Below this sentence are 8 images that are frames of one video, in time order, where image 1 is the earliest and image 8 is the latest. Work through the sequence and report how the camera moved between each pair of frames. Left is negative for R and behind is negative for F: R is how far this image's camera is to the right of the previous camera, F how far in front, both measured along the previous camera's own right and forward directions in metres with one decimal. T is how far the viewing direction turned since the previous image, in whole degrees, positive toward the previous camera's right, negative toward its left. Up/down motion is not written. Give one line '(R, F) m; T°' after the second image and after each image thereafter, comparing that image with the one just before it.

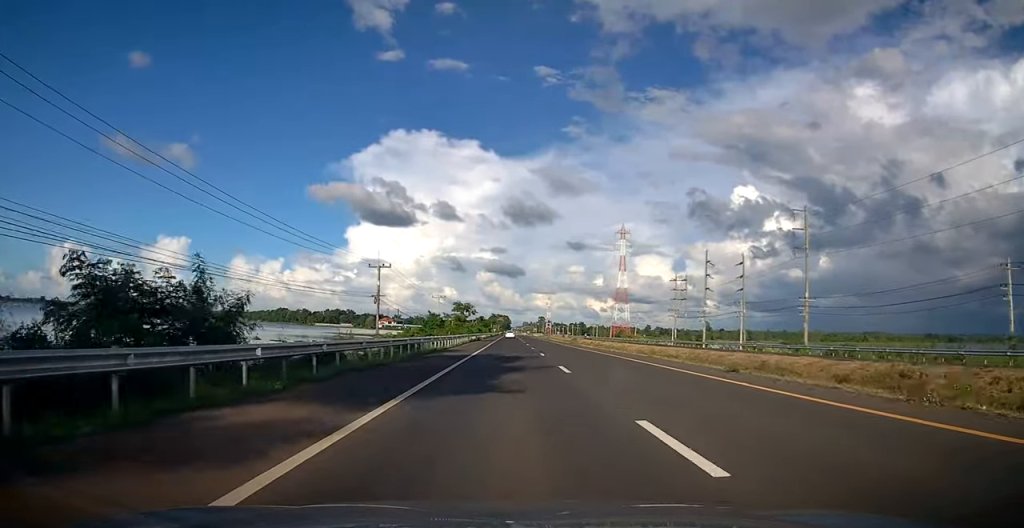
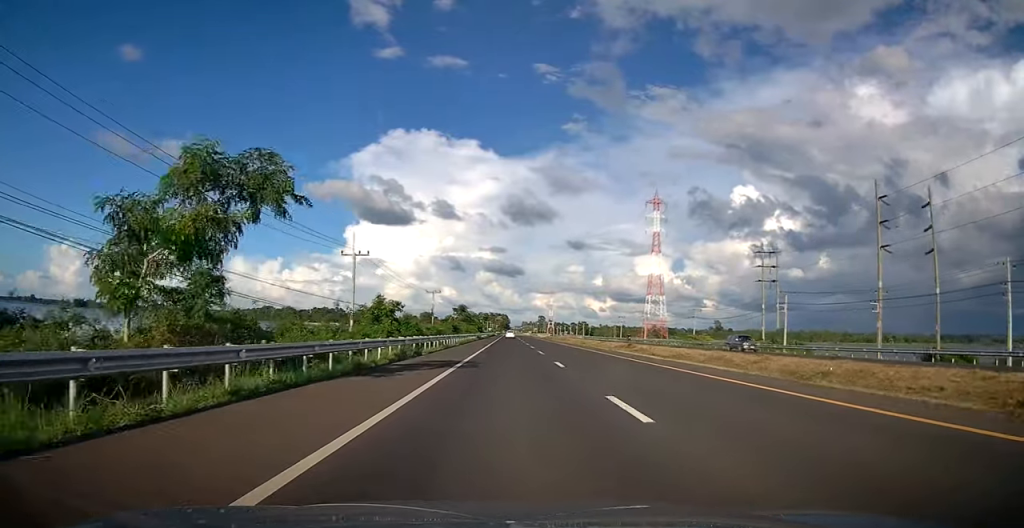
(-0.7, +56.8) m; 0°
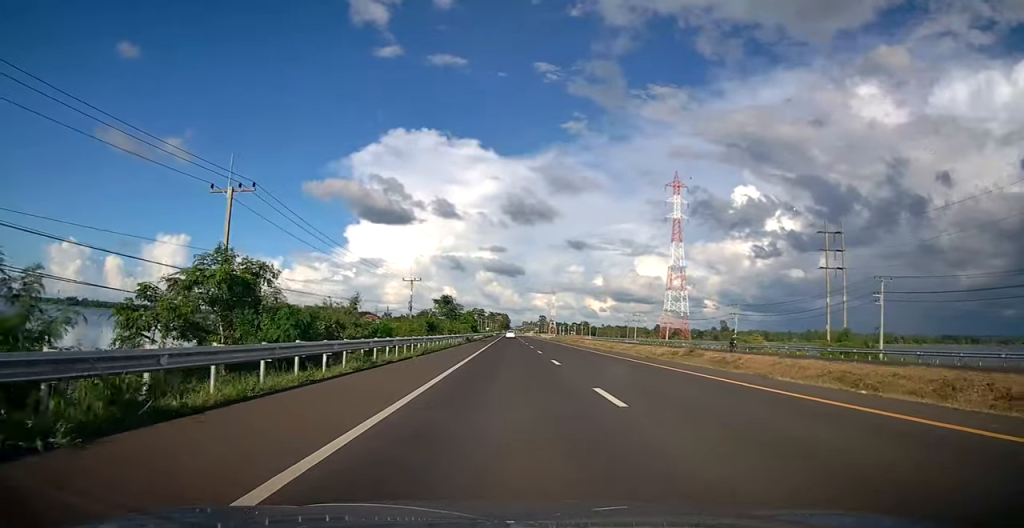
(+0.2, +22.5) m; 0°
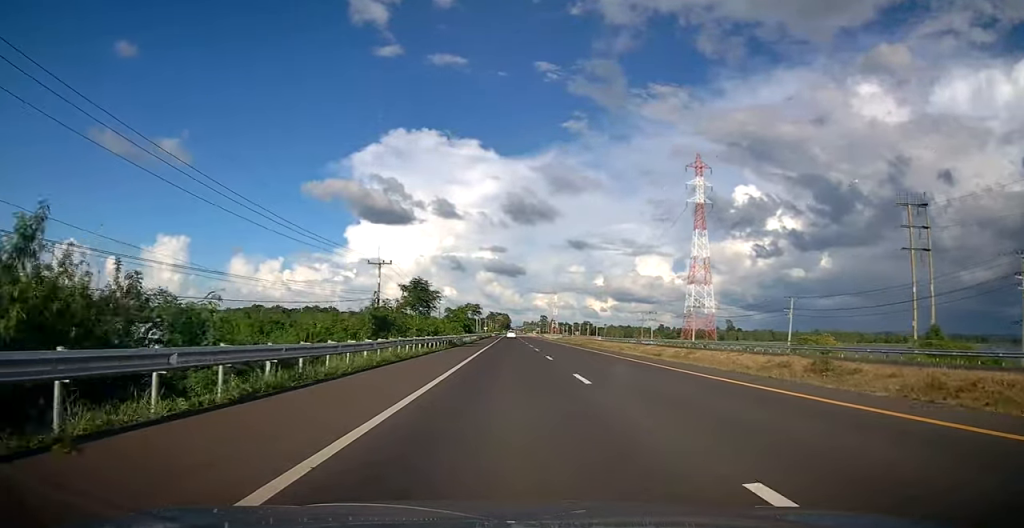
(-0.1, +19.7) m; -1°
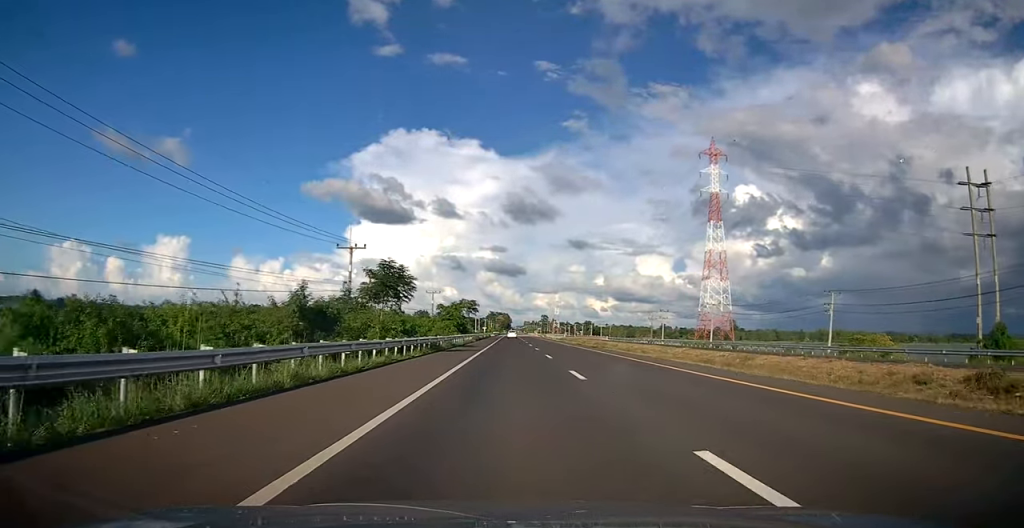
(-0.3, +10.6) m; 0°
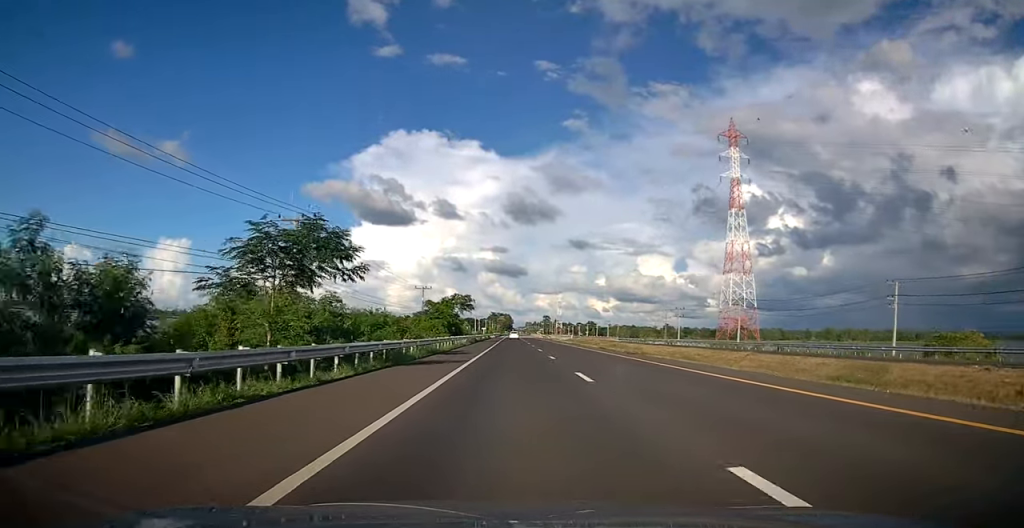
(0.0, +12.6) m; 0°
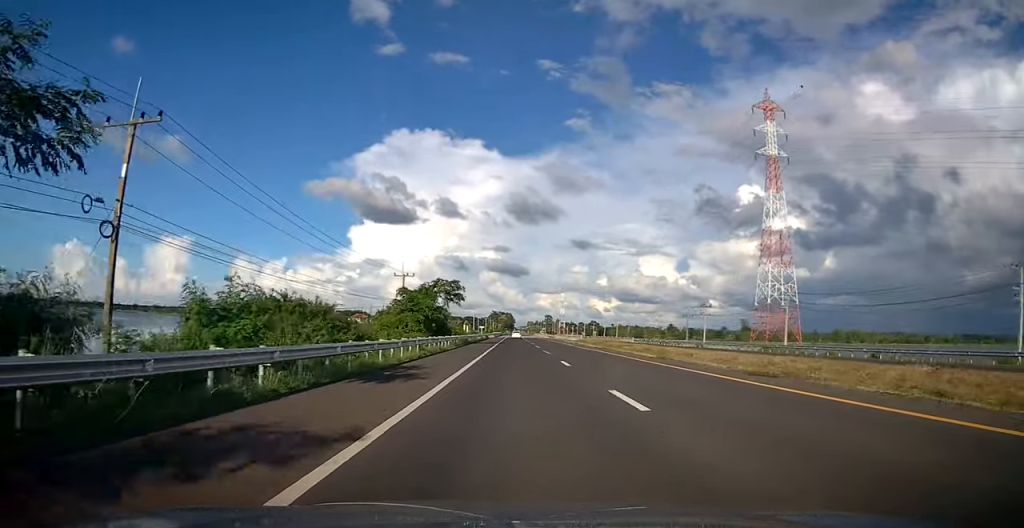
(+0.3, +17.1) m; +1°
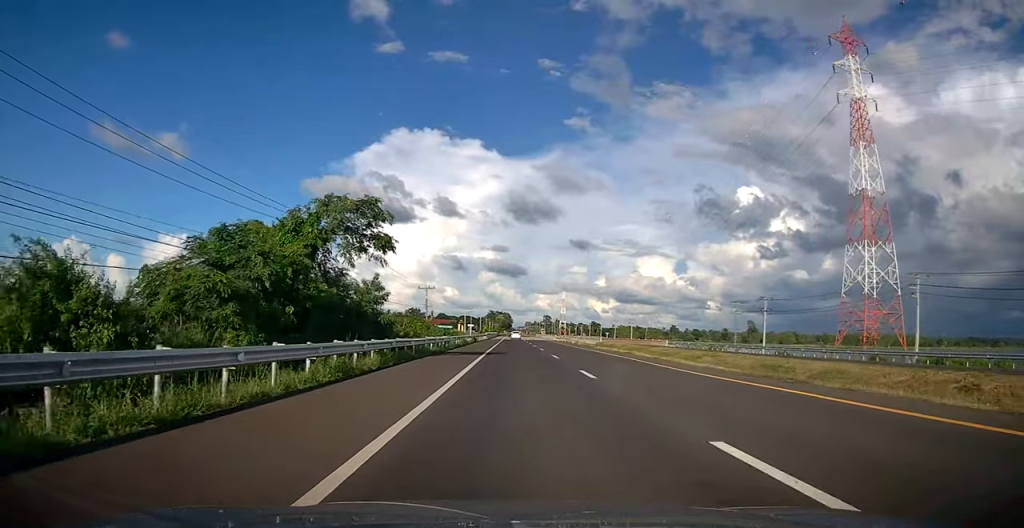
(-0.1, +29.9) m; 0°
